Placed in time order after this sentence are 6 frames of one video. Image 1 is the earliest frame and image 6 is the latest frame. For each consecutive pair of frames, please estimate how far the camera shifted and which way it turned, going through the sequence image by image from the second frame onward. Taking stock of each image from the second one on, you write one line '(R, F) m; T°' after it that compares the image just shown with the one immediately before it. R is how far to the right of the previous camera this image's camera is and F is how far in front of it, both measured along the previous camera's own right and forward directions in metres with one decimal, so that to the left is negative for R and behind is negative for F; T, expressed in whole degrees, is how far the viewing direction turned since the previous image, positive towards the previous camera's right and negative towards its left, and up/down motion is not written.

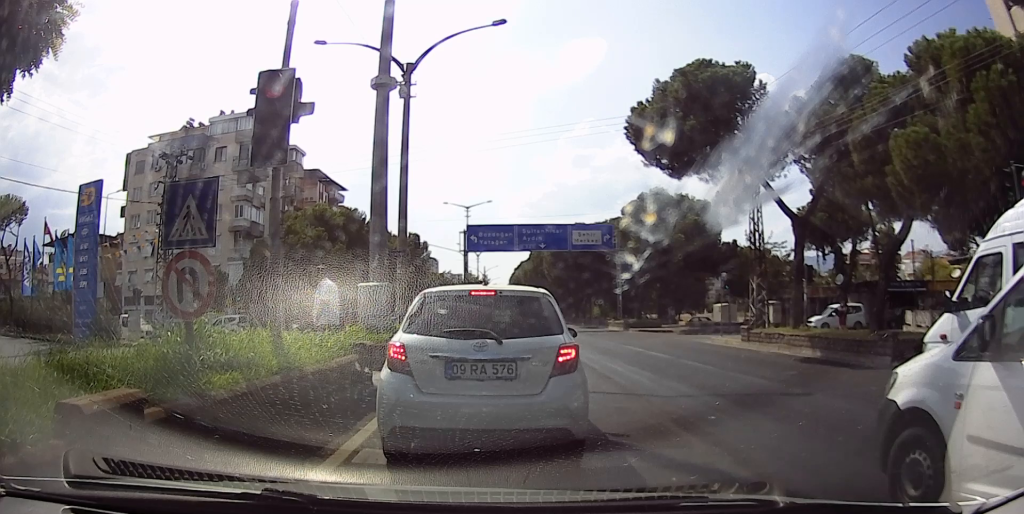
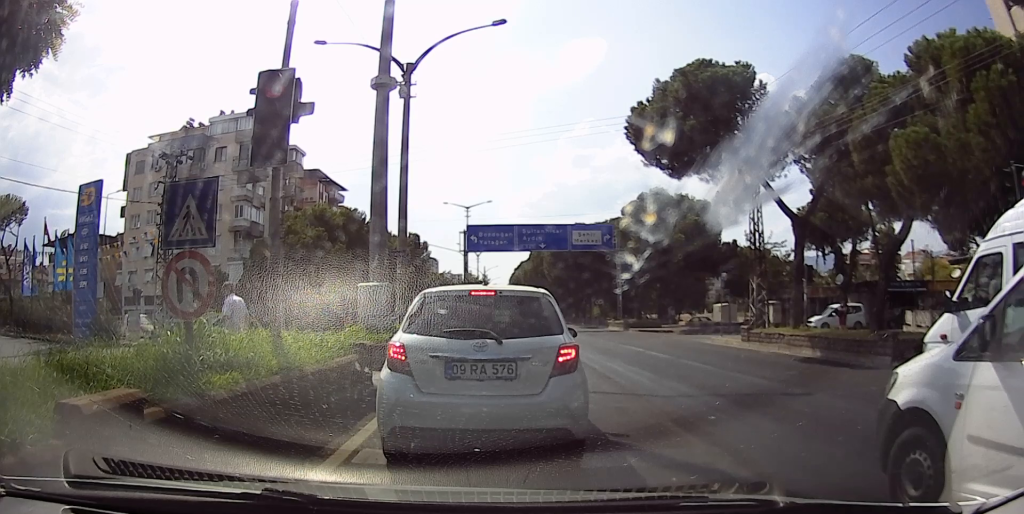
(0.0, 0.0) m; 0°
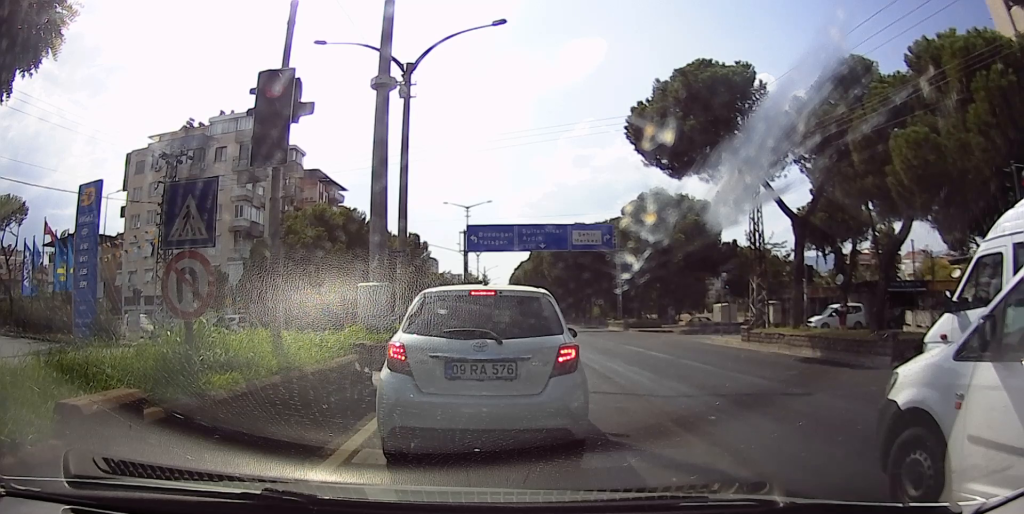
(0.0, 0.0) m; 0°
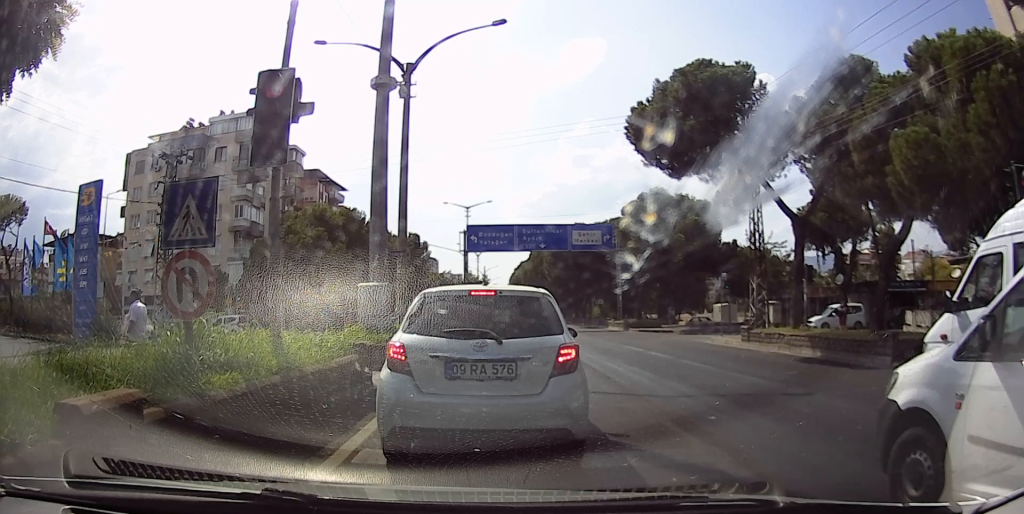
(0.0, 0.0) m; 0°
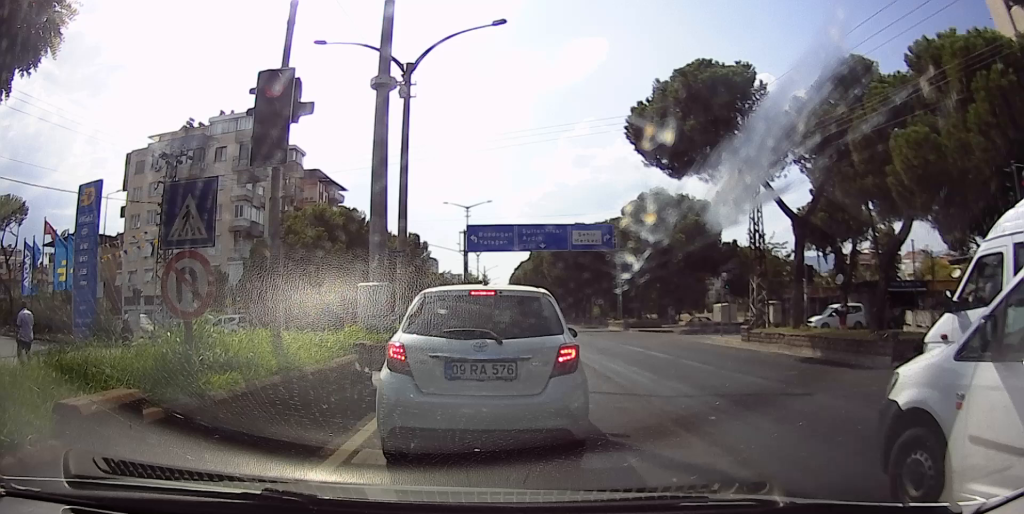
(0.0, 0.0) m; 0°
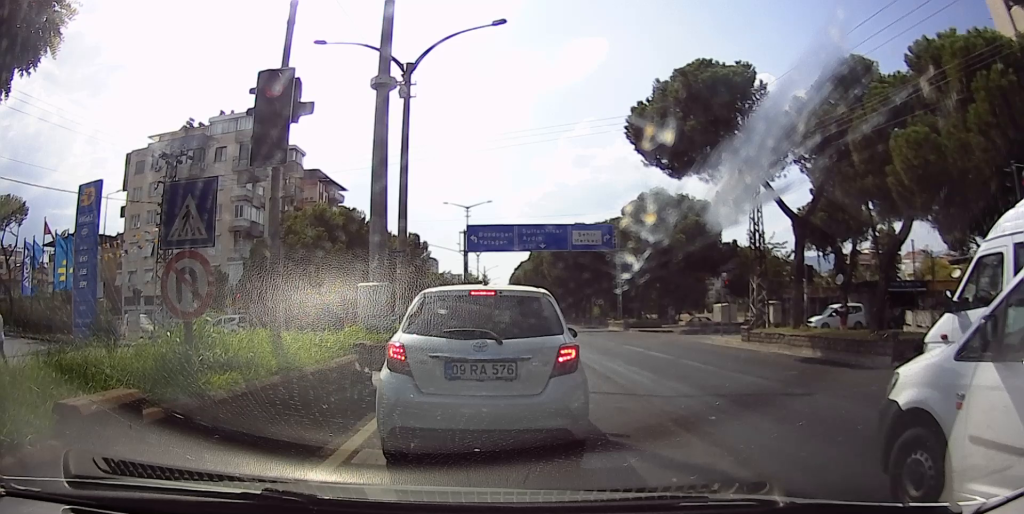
(0.0, 0.0) m; 0°
